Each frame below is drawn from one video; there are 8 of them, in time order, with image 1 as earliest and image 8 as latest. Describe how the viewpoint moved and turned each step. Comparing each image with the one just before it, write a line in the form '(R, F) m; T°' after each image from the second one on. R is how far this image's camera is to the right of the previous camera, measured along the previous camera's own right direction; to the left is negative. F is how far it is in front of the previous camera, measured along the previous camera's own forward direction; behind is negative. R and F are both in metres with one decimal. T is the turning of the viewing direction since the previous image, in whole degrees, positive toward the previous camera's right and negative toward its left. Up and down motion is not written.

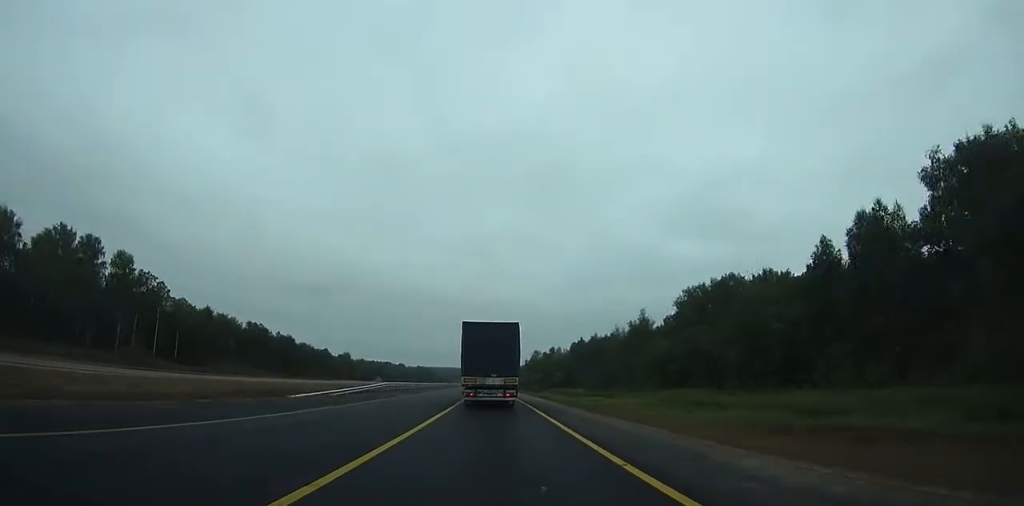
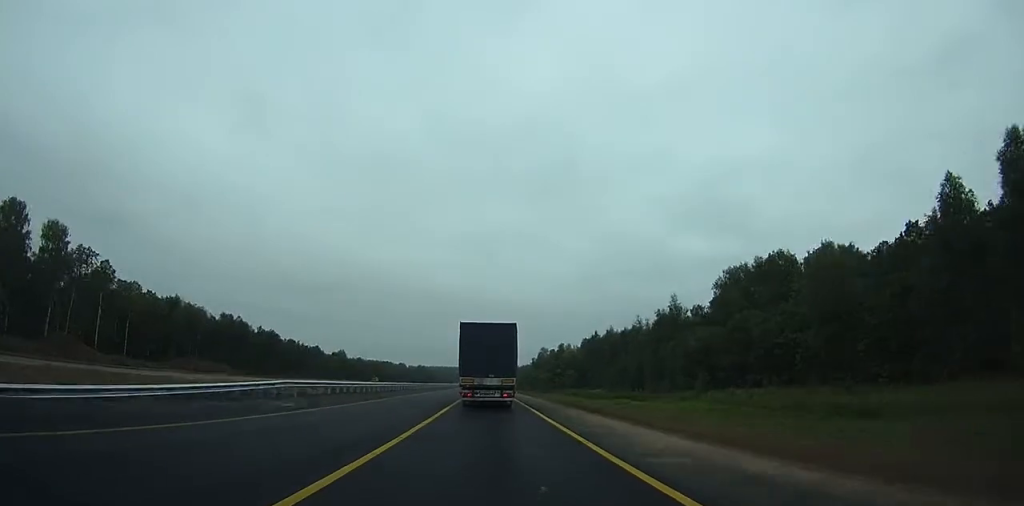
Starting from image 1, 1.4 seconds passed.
(-0.2, +26.0) m; 0°
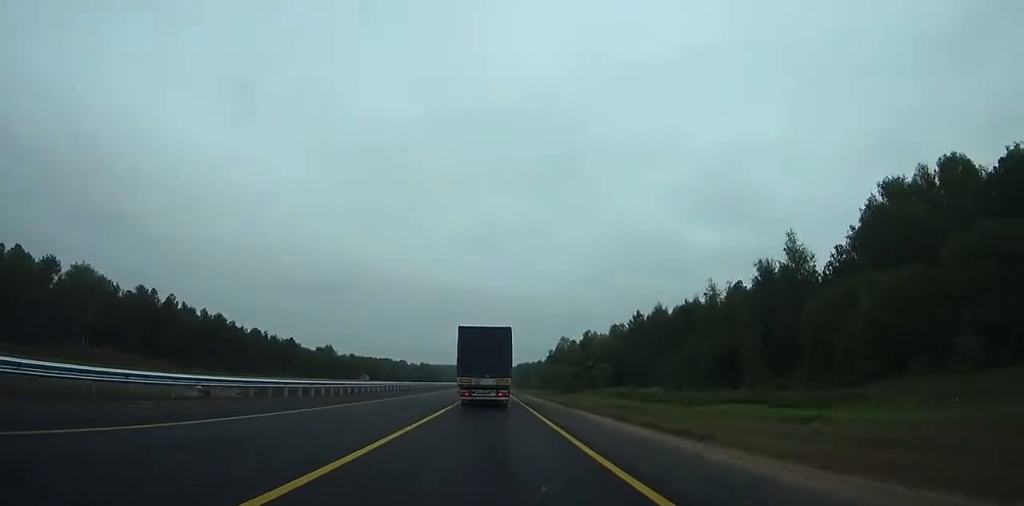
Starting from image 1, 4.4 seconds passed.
(-0.5, +56.2) m; -1°
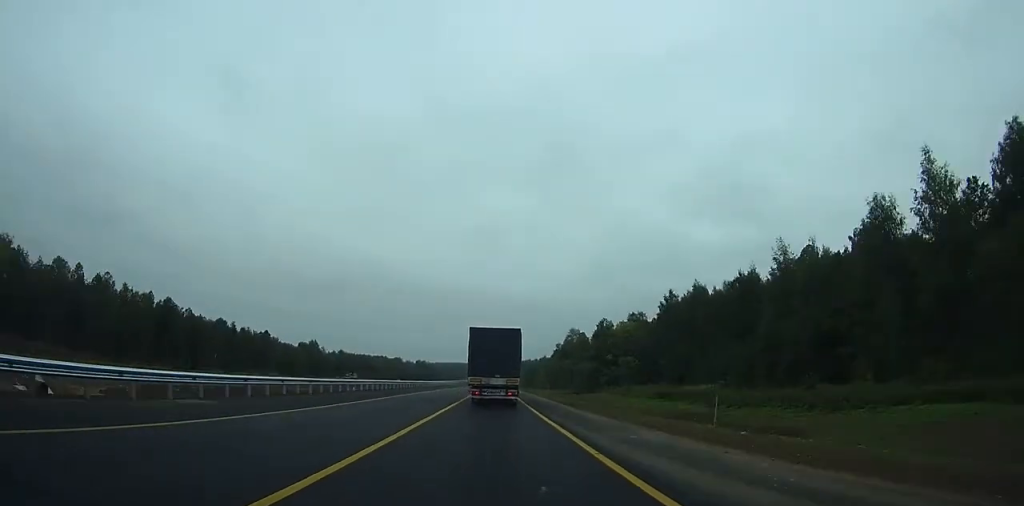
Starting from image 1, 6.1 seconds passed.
(-0.2, +32.2) m; 0°
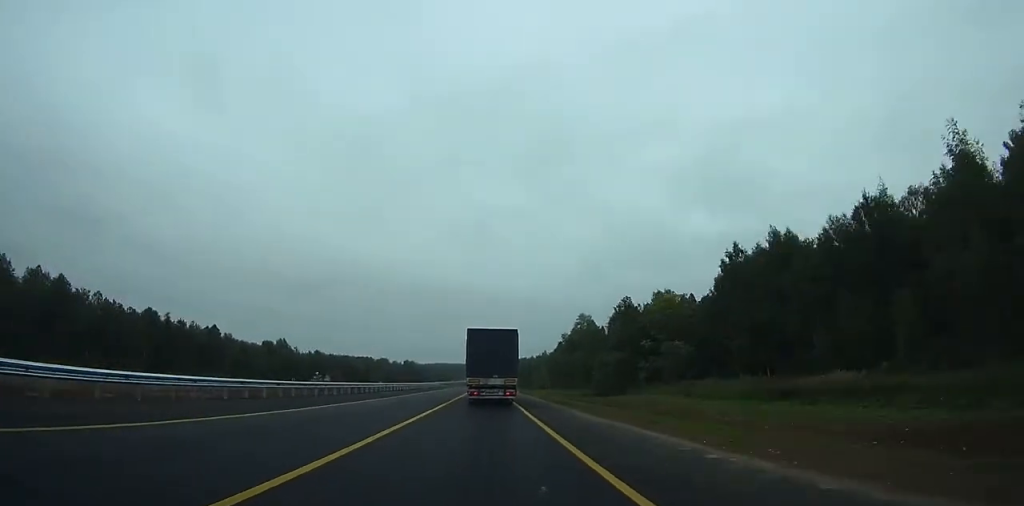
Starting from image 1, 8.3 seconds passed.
(0.0, +42.6) m; 0°
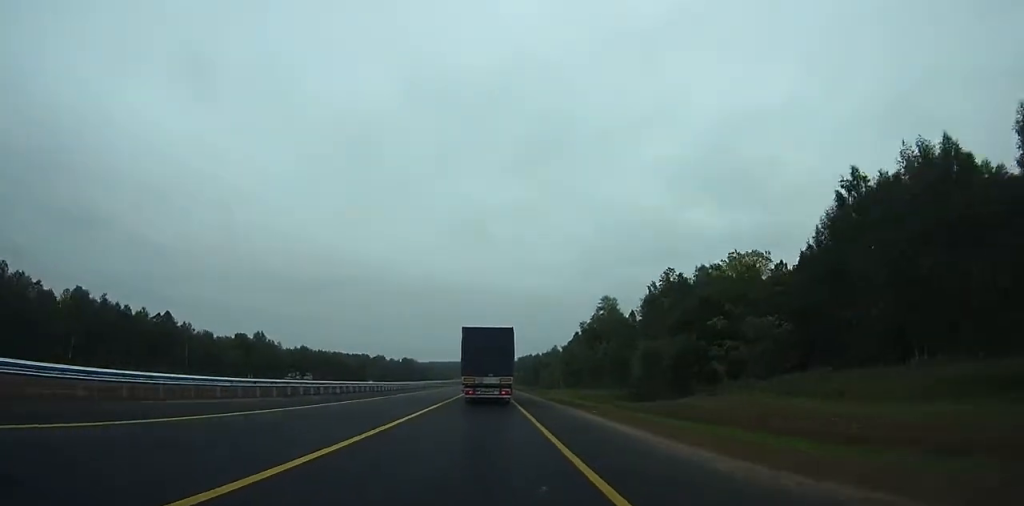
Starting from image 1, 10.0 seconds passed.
(+0.1, +33.3) m; 0°
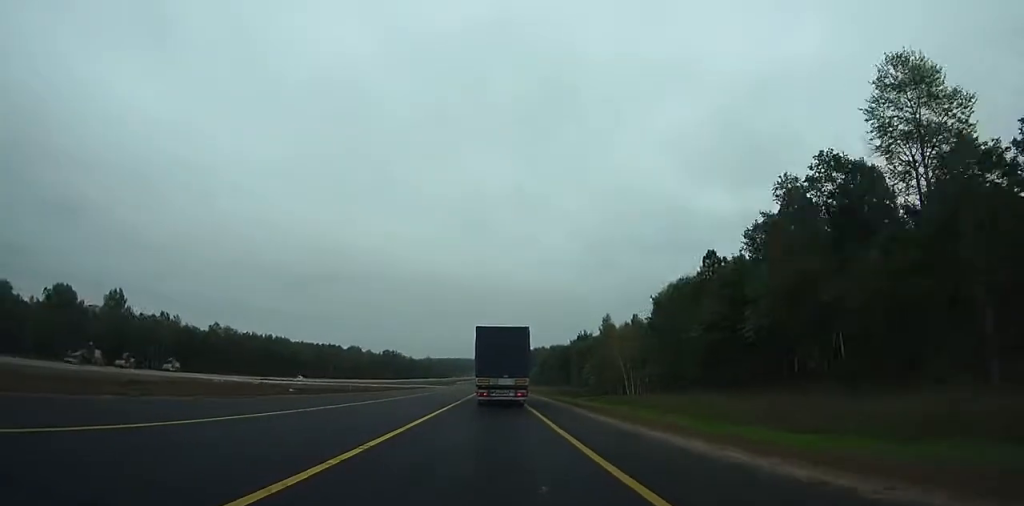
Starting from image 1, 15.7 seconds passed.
(-0.2, +114.6) m; -1°
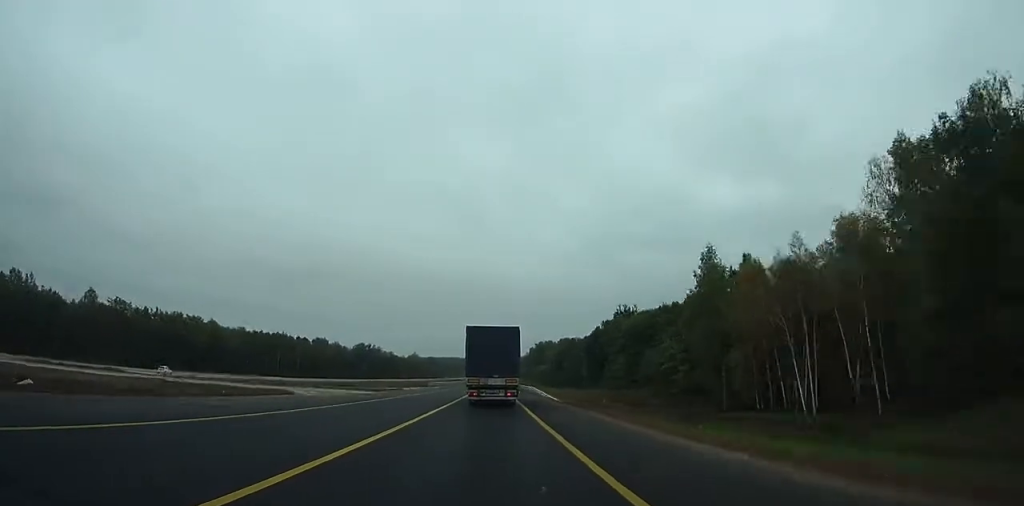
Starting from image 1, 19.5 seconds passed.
(-0.1, +77.5) m; 0°
